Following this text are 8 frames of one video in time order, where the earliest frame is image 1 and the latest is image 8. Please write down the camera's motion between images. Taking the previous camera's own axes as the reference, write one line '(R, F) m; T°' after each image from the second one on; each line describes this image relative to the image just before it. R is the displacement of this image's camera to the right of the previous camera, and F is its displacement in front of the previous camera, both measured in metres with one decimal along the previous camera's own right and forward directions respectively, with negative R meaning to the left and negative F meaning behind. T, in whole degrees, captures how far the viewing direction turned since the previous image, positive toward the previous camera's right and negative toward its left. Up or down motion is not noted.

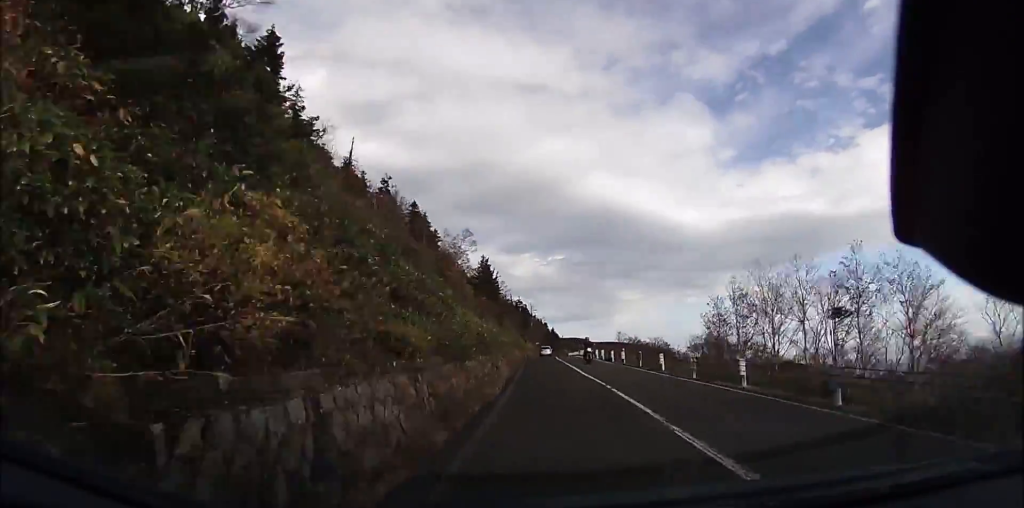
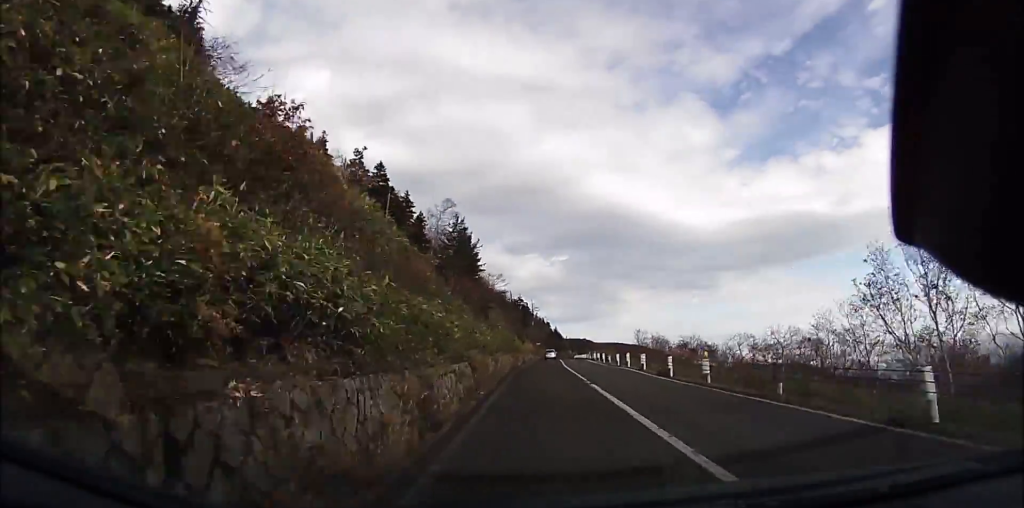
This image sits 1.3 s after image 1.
(-0.4, +15.0) m; -1°
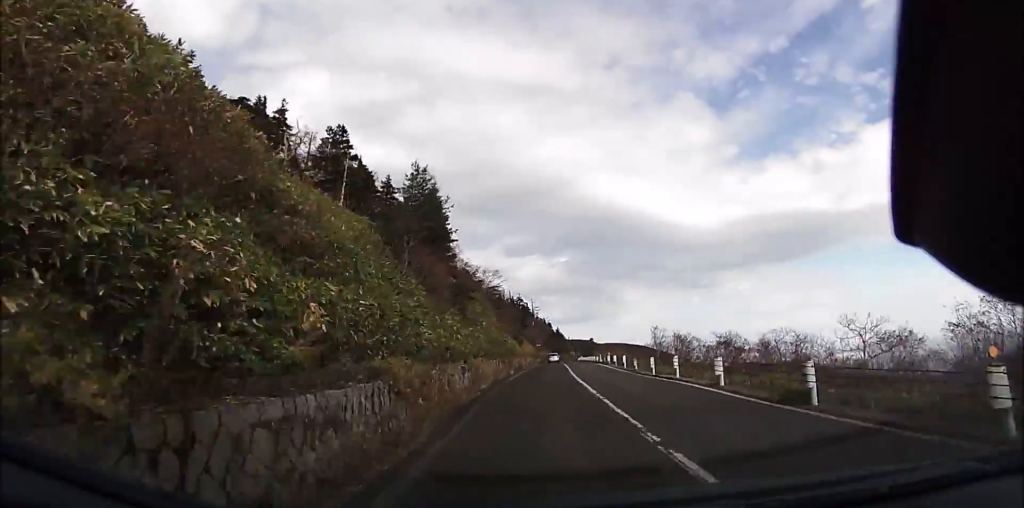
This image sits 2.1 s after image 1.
(0.0, +9.4) m; +1°
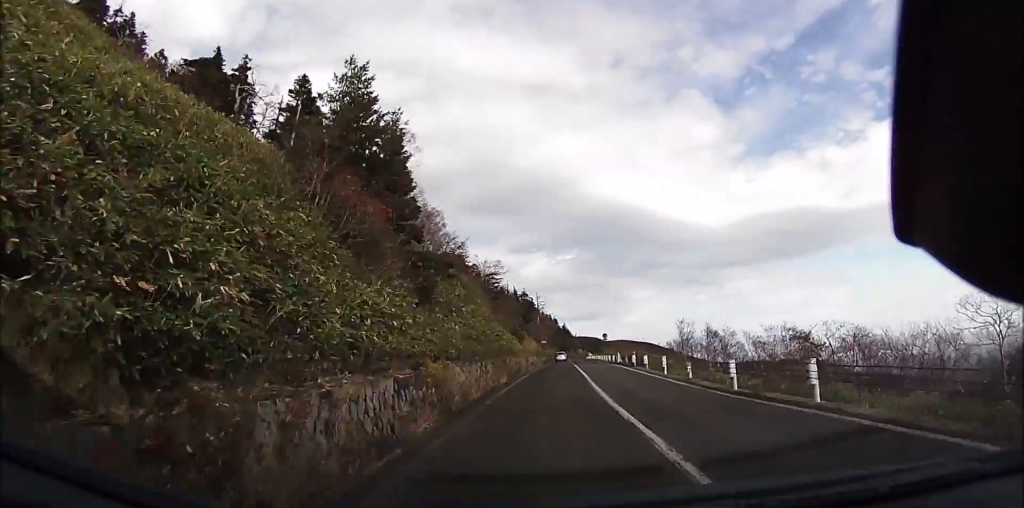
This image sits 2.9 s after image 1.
(0.0, +8.7) m; 0°
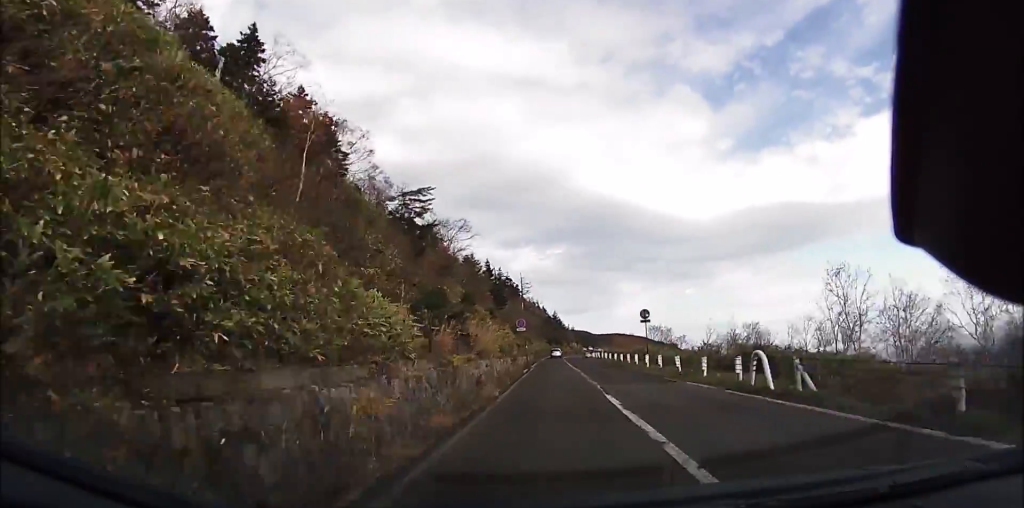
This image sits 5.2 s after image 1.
(+0.2, +26.5) m; 0°
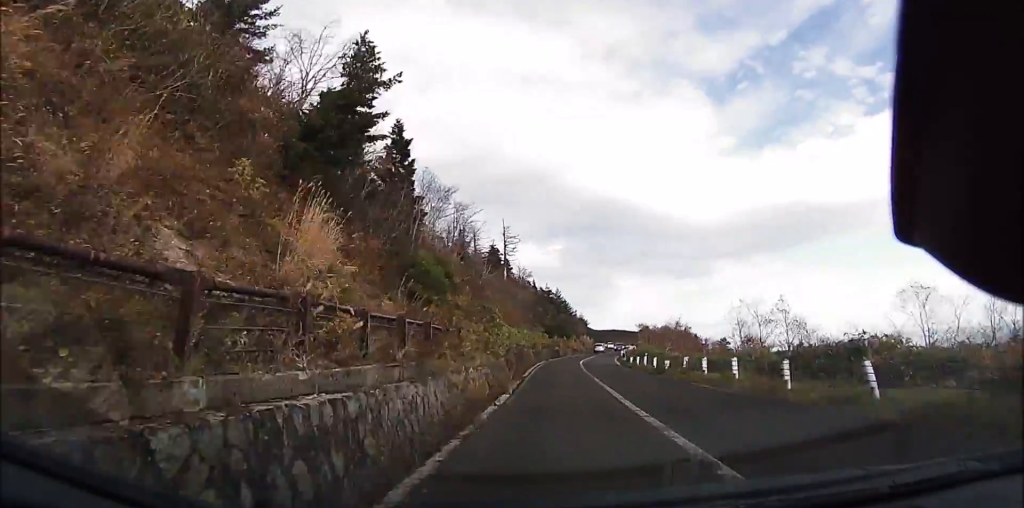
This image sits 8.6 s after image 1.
(-0.3, +41.9) m; +1°
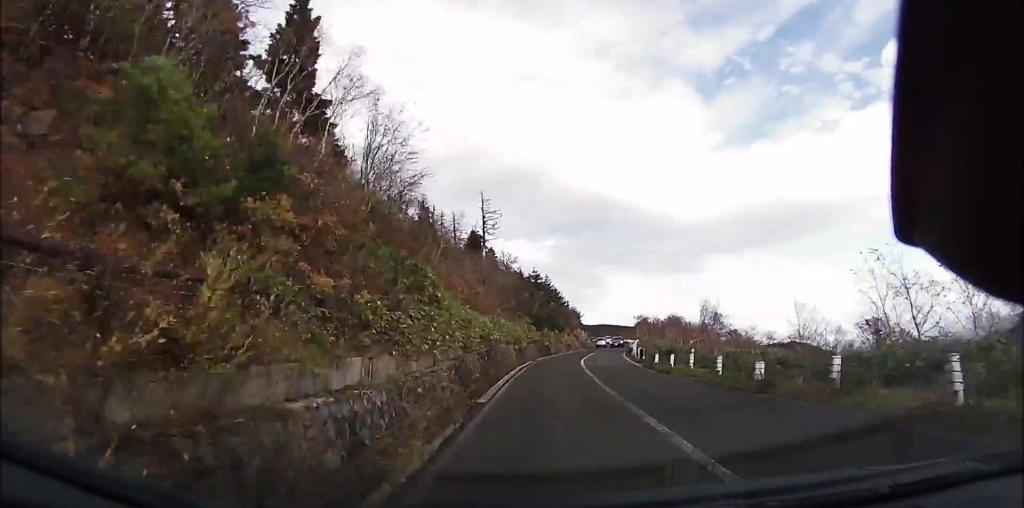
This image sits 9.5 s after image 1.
(0.0, +10.8) m; +1°
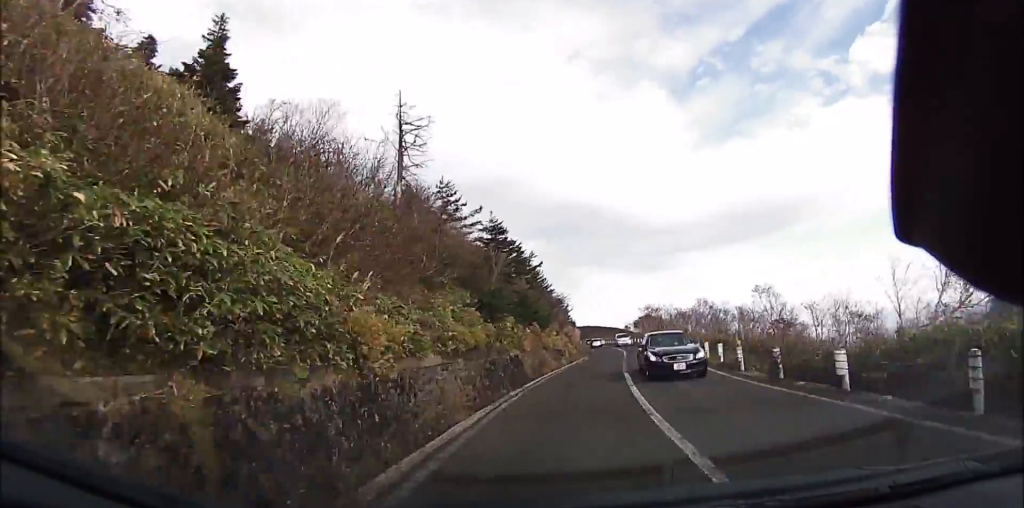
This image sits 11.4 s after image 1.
(+0.5, +23.3) m; +3°
